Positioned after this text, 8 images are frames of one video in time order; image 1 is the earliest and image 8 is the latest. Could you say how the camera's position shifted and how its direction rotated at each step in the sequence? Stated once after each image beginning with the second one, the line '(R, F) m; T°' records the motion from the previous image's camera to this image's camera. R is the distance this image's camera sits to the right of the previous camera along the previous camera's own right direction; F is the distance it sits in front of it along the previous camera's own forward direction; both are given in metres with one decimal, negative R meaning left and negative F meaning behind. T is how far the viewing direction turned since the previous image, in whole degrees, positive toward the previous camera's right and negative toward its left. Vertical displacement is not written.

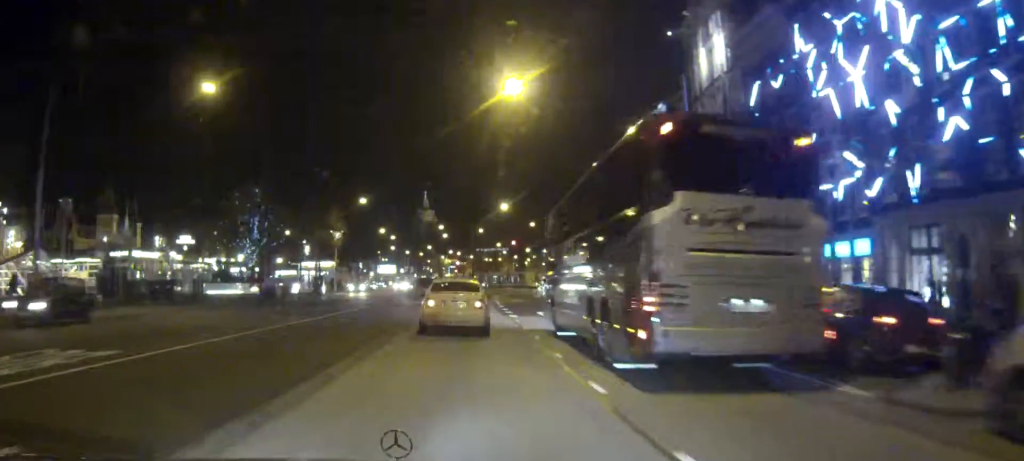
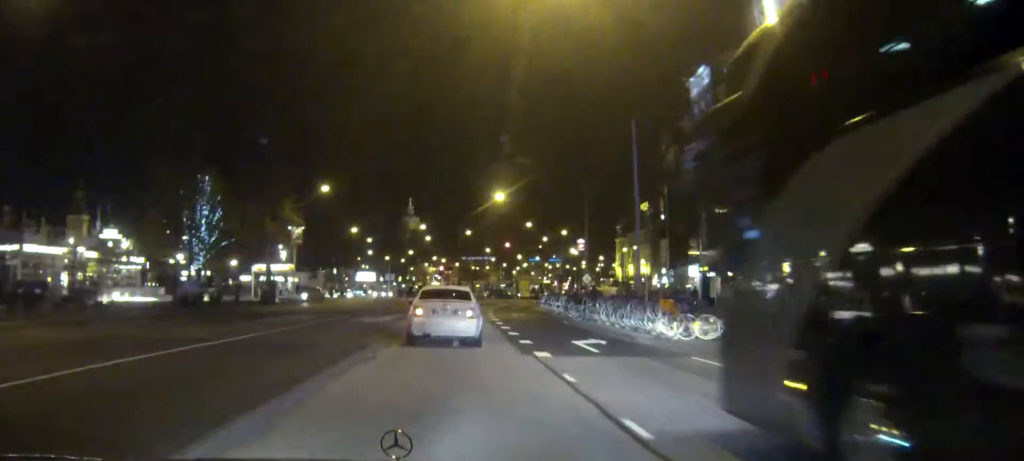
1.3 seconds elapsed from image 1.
(+0.4, +14.6) m; +1°
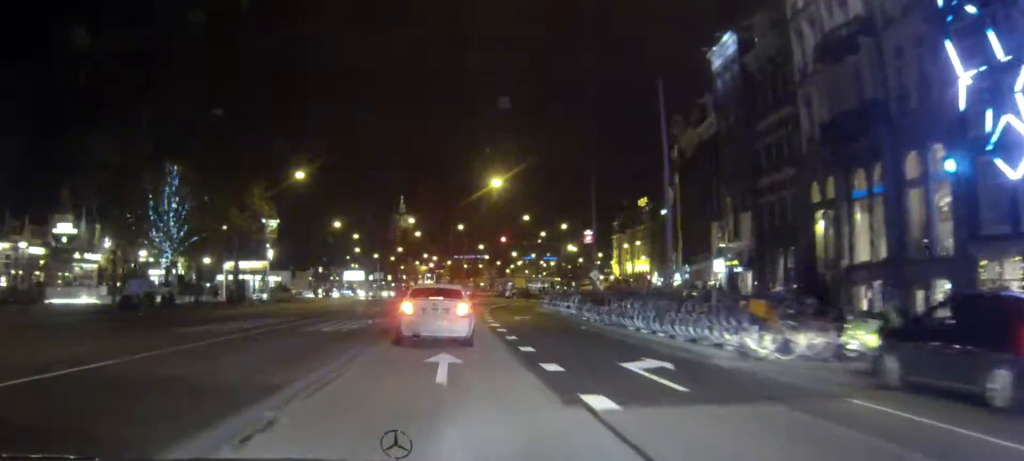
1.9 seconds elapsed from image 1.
(0.0, +6.9) m; 0°
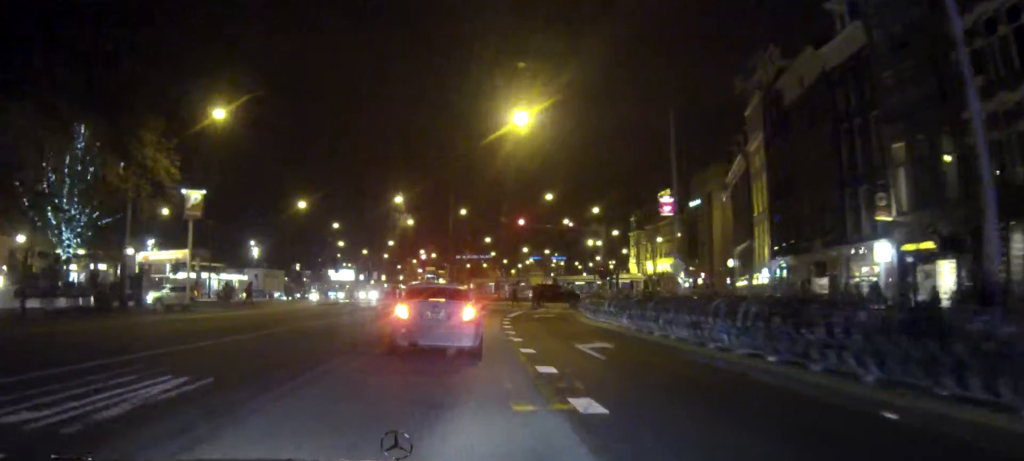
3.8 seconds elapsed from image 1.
(+0.2, +19.0) m; +1°
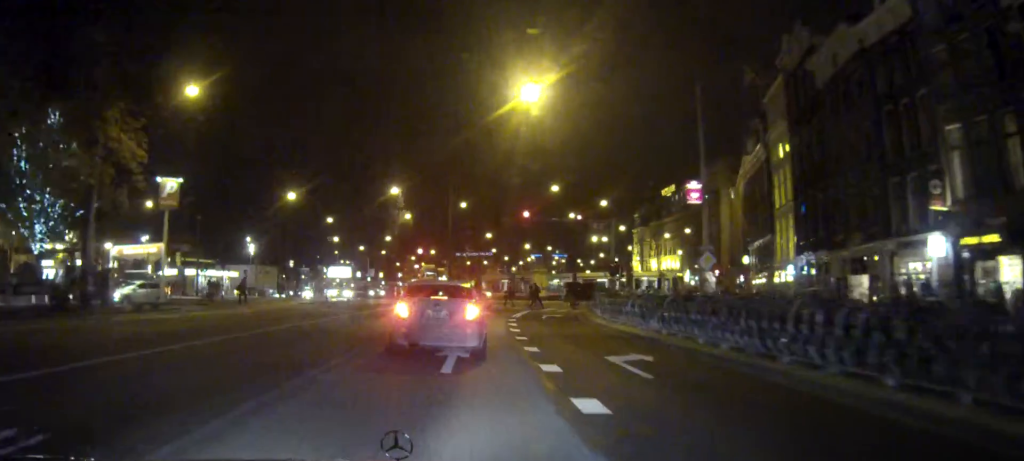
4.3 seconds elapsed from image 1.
(0.0, +3.6) m; 0°
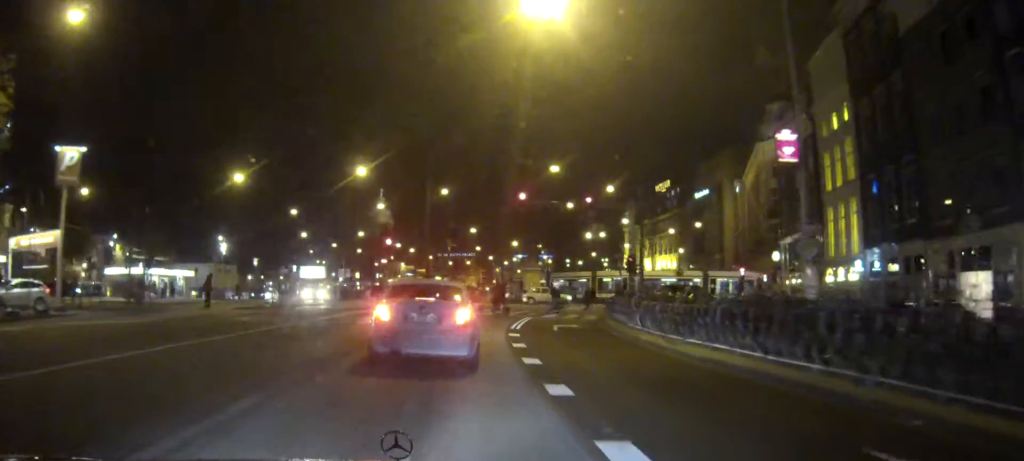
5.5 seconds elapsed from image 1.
(0.0, +9.5) m; +1°
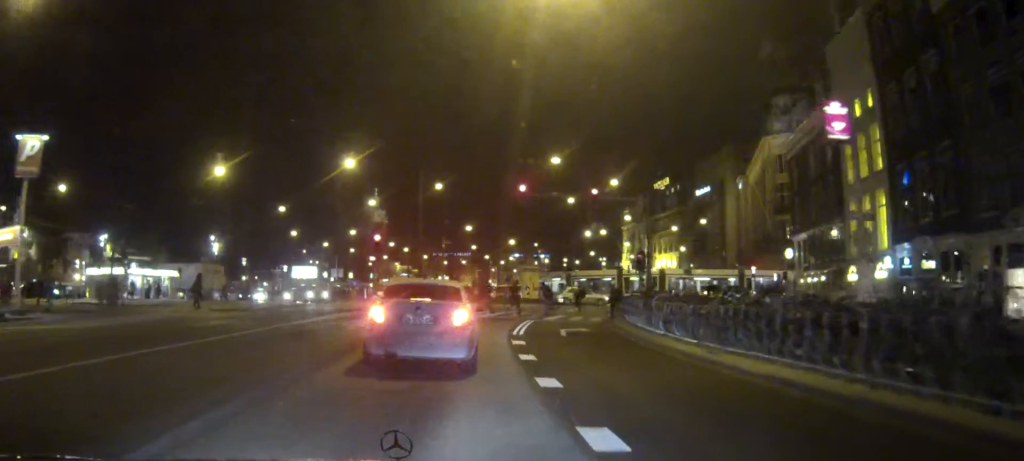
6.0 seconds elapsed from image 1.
(0.0, +2.9) m; +1°
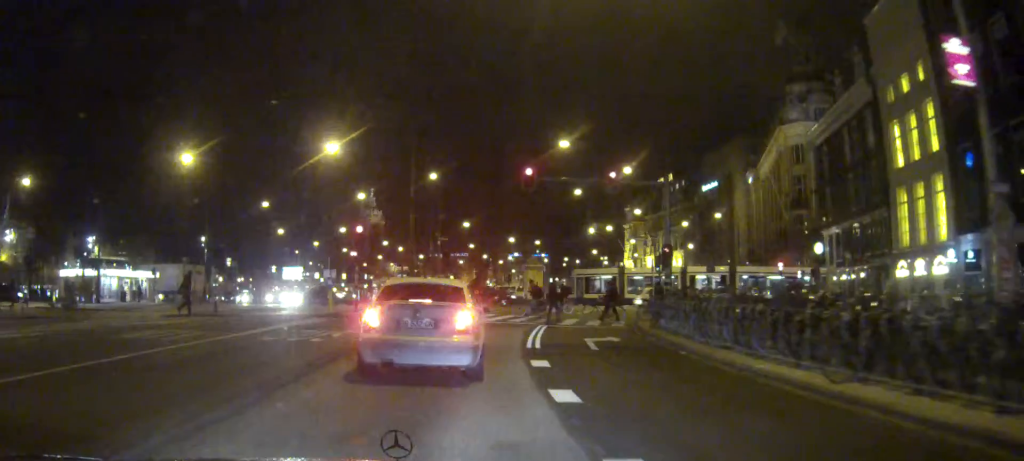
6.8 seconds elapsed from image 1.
(0.0, +4.7) m; +1°
